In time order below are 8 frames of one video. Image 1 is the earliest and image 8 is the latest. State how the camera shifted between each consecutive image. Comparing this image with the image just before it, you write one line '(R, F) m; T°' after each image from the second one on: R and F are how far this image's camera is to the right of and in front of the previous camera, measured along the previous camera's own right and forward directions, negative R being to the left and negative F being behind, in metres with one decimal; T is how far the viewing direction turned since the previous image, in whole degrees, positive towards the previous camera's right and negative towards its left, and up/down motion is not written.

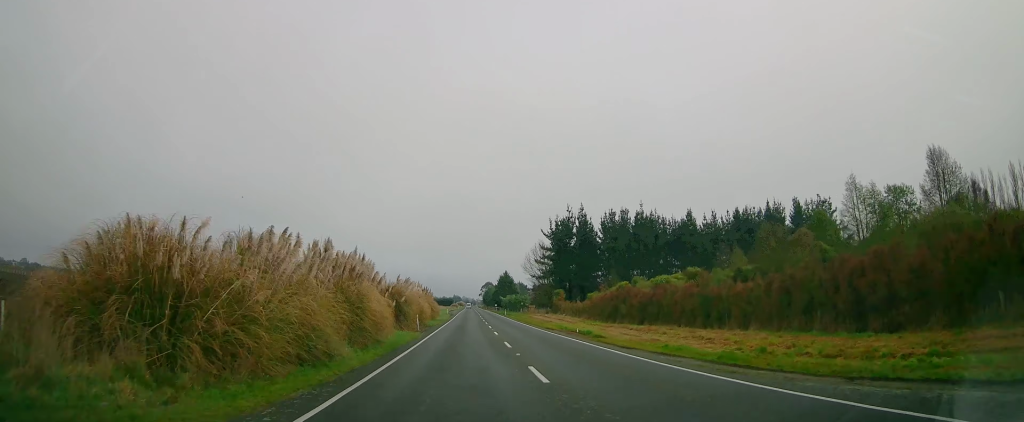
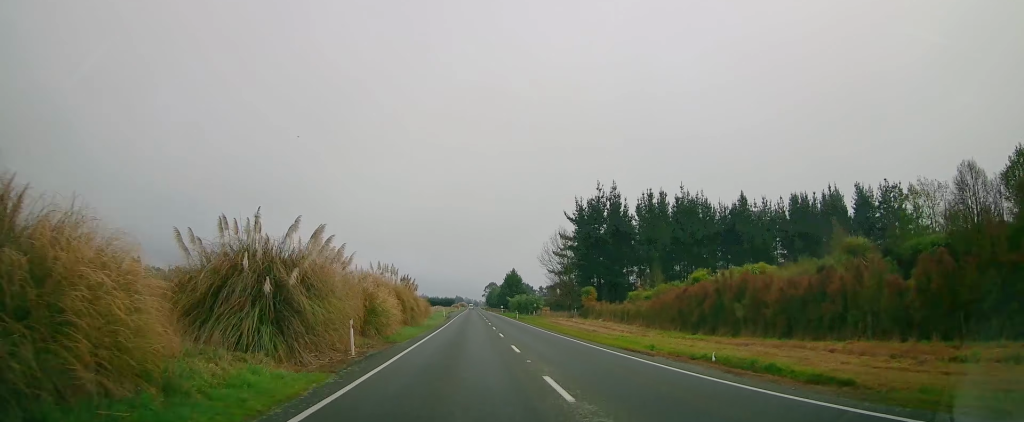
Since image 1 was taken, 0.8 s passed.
(+0.1, +22.5) m; -1°
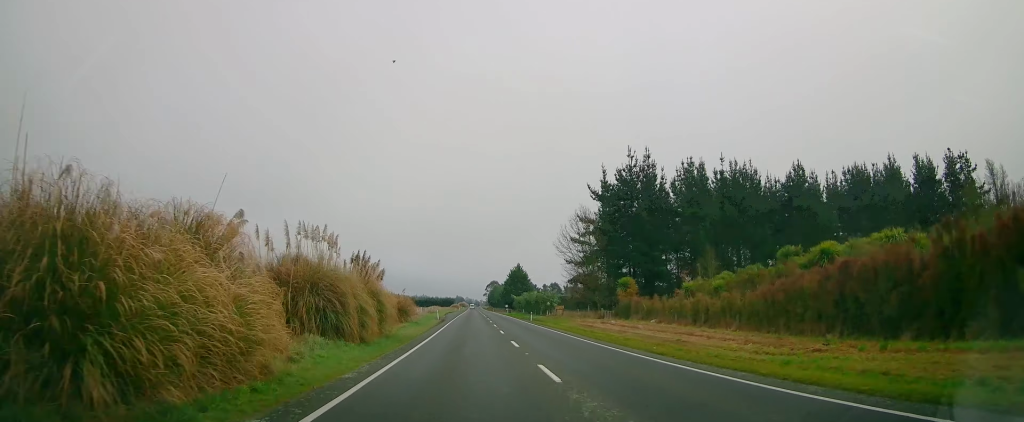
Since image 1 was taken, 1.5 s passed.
(-0.3, +17.9) m; 0°
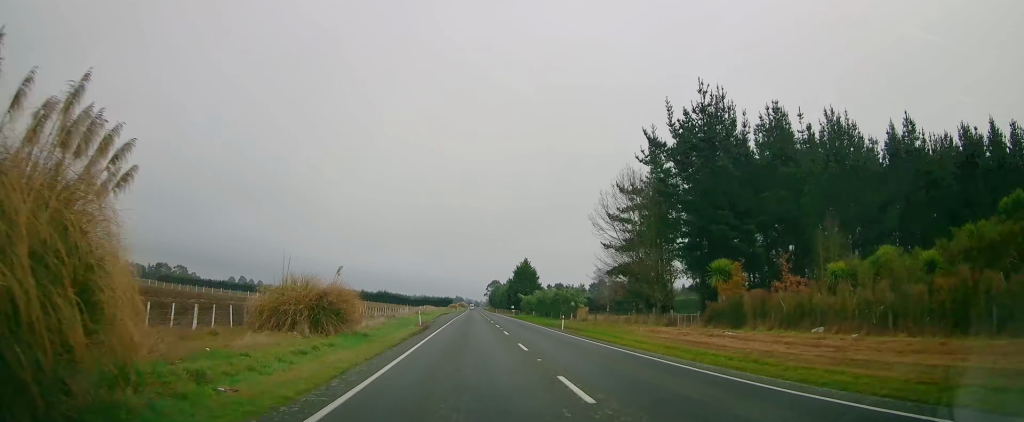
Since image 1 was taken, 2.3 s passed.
(+0.1, +22.2) m; 0°
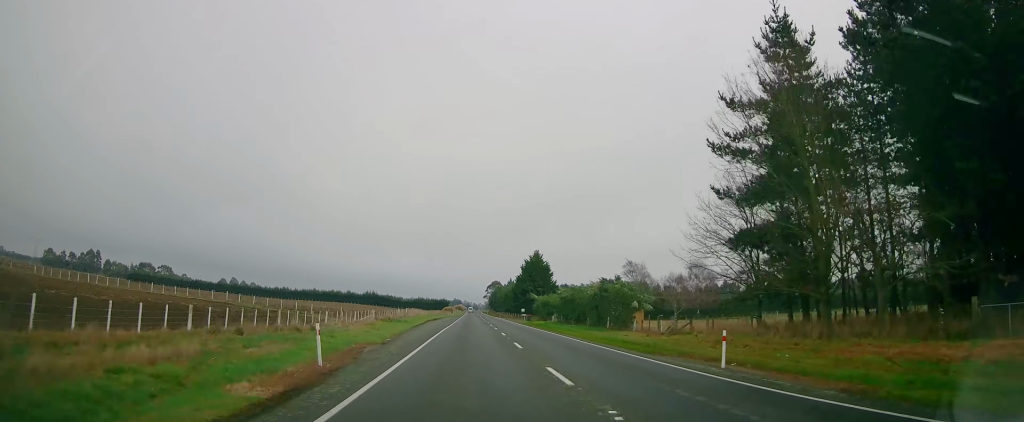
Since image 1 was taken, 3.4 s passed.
(0.0, +27.3) m; 0°
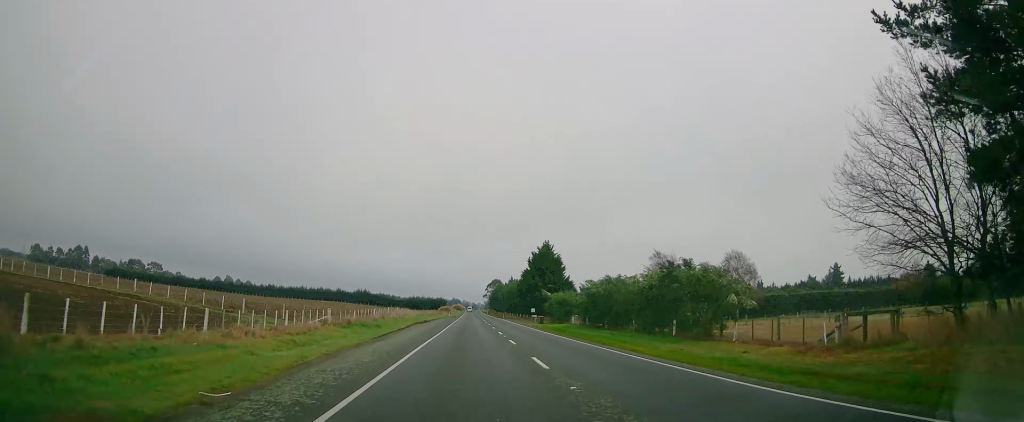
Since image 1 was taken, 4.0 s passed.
(-0.1, +16.6) m; 0°
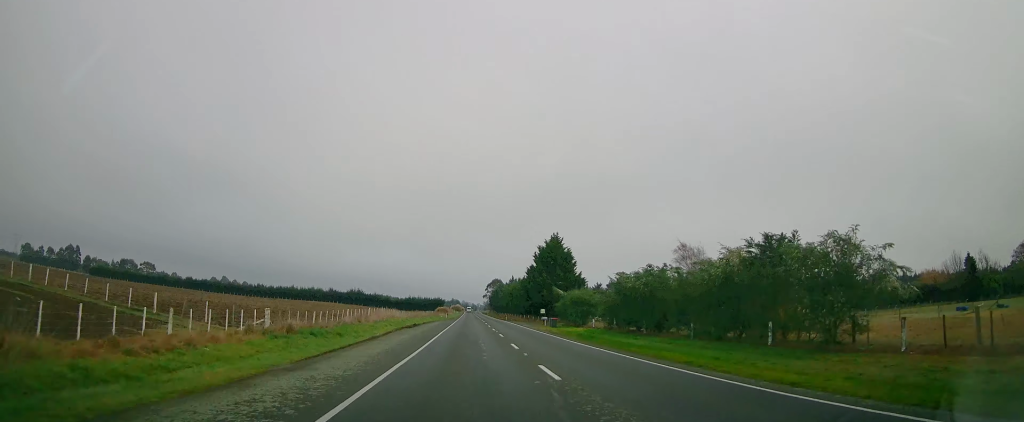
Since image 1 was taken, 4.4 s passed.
(+0.2, +11.4) m; 0°
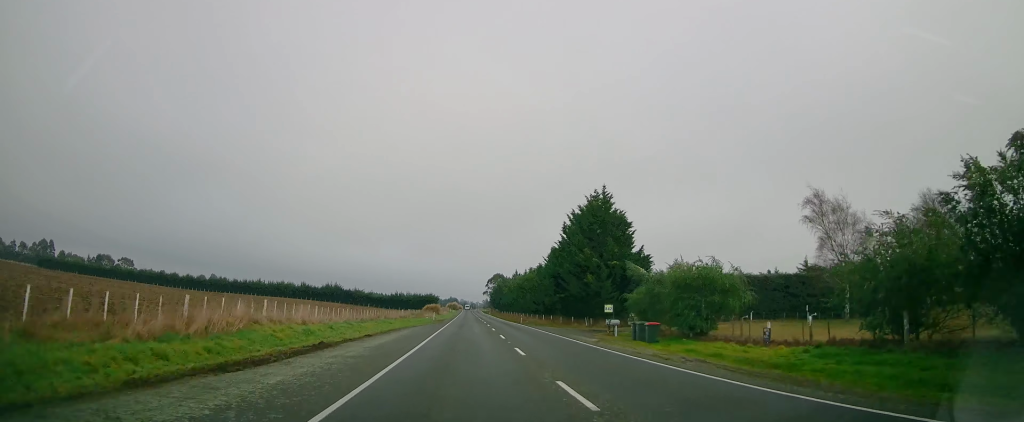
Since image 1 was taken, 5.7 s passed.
(-0.2, +34.1) m; 0°
